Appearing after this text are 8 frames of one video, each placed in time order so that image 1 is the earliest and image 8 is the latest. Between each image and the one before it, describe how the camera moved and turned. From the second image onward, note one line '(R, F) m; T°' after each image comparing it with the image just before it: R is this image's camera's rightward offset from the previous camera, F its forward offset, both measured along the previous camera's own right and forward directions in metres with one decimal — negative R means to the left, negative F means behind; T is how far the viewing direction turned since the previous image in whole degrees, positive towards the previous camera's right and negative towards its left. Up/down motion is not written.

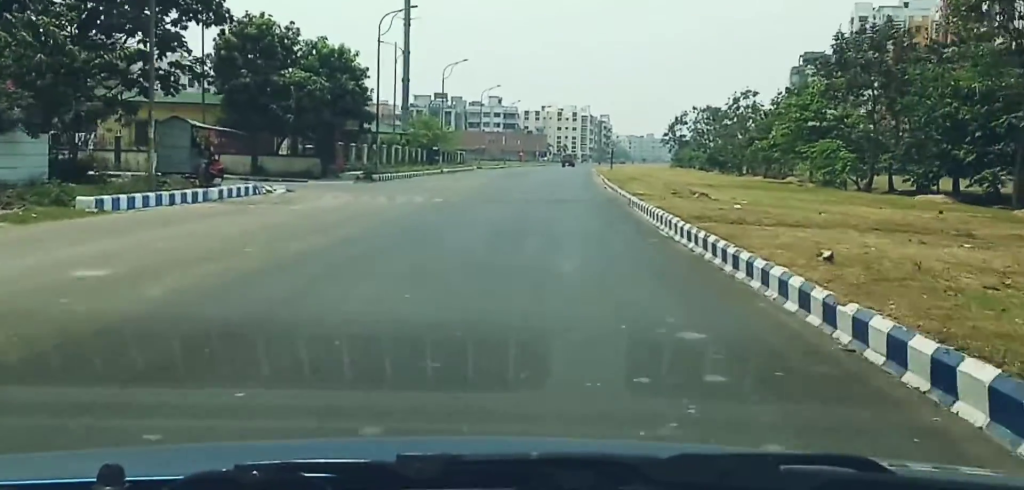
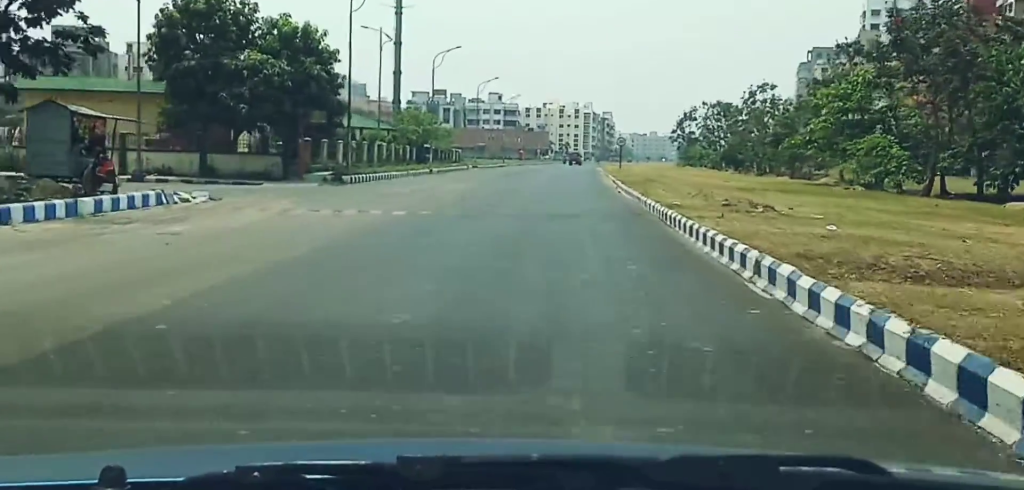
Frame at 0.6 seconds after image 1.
(0.0, +6.8) m; 0°
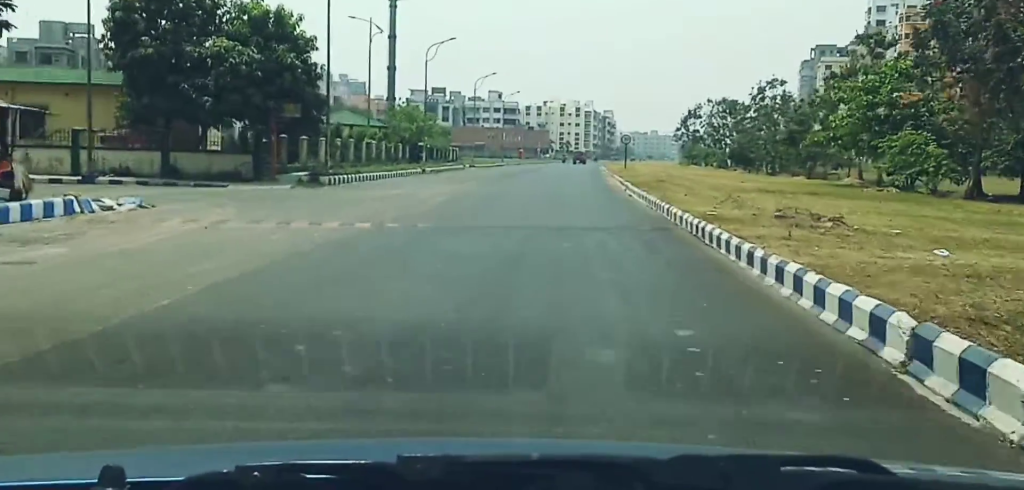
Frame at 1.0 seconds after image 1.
(0.0, +4.2) m; 0°
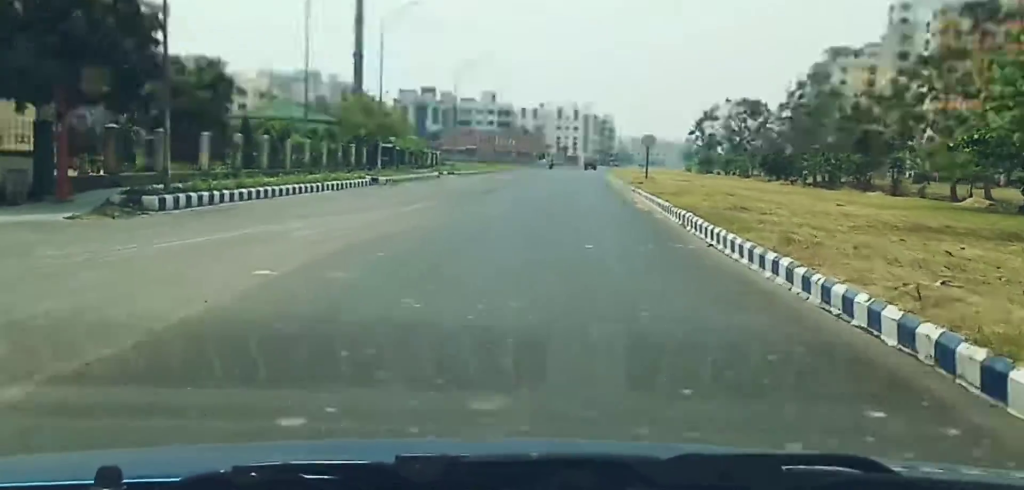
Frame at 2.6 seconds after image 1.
(-0.1, +15.9) m; +1°
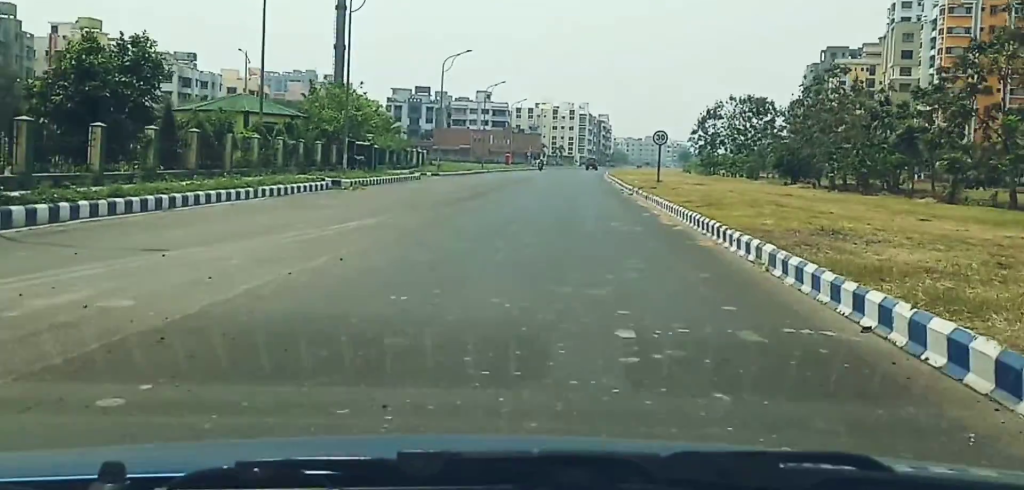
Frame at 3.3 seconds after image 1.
(+0.2, +7.2) m; +1°
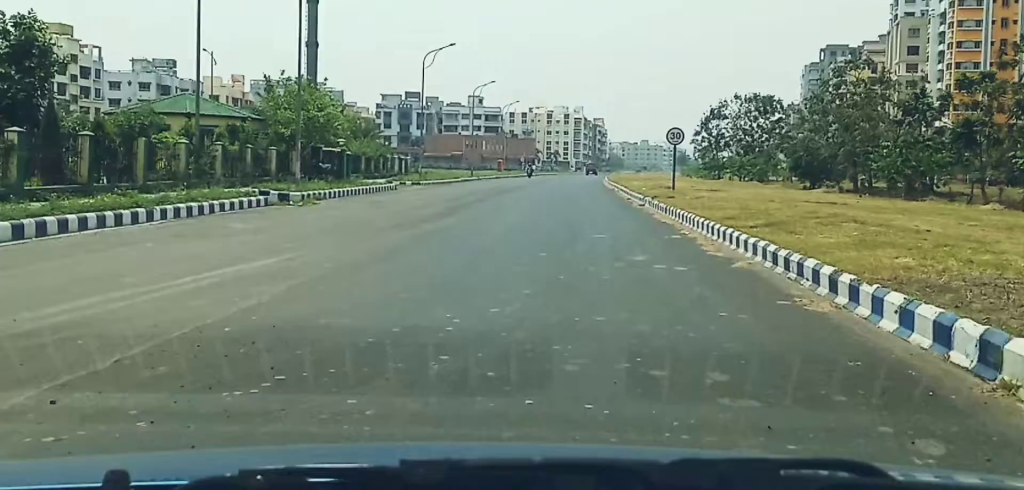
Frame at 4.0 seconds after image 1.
(+0.1, +6.3) m; 0°
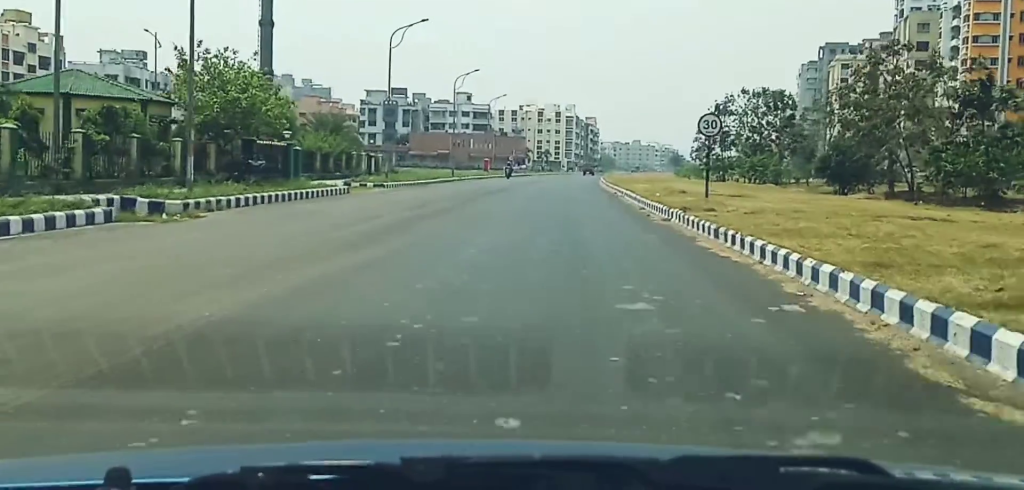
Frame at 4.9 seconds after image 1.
(0.0, +8.1) m; 0°
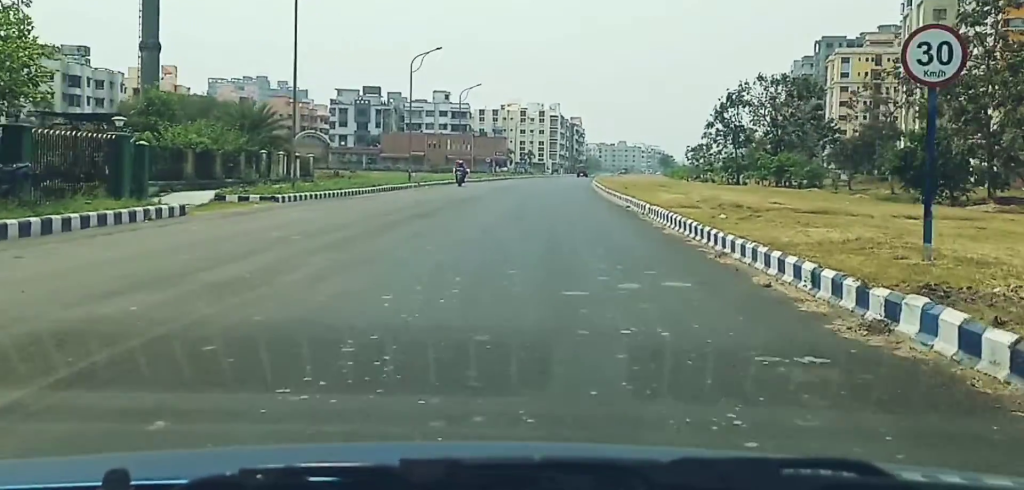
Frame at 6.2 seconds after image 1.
(0.0, +14.0) m; 0°
